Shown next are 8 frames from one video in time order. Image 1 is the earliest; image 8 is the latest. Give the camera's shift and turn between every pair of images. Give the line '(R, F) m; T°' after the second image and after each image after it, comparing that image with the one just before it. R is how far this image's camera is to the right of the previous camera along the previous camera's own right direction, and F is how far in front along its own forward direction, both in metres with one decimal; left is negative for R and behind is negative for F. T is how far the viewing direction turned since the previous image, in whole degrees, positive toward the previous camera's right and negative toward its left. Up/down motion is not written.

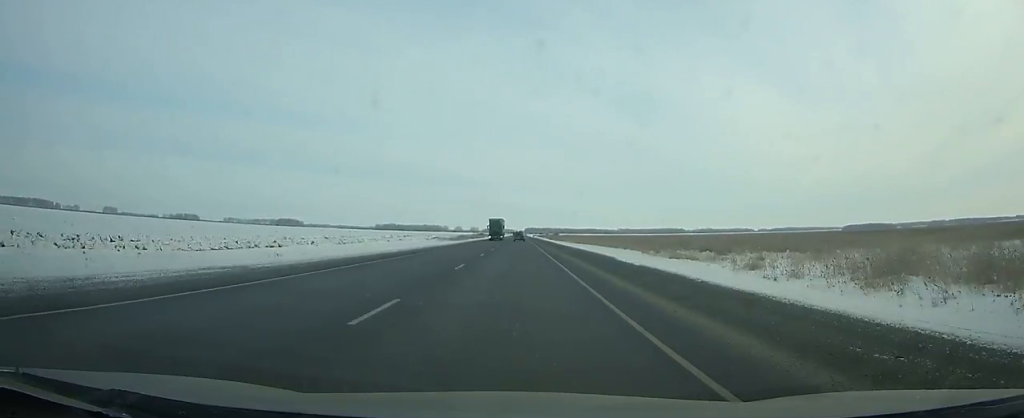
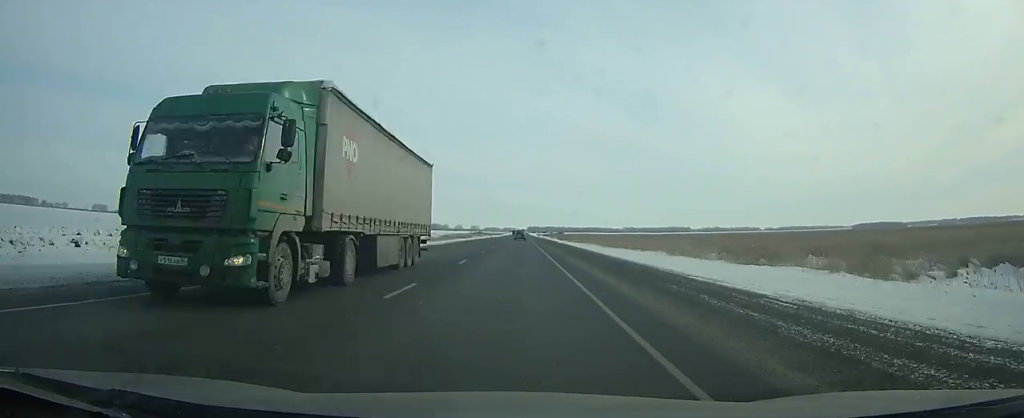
(0.0, +62.2) m; 0°
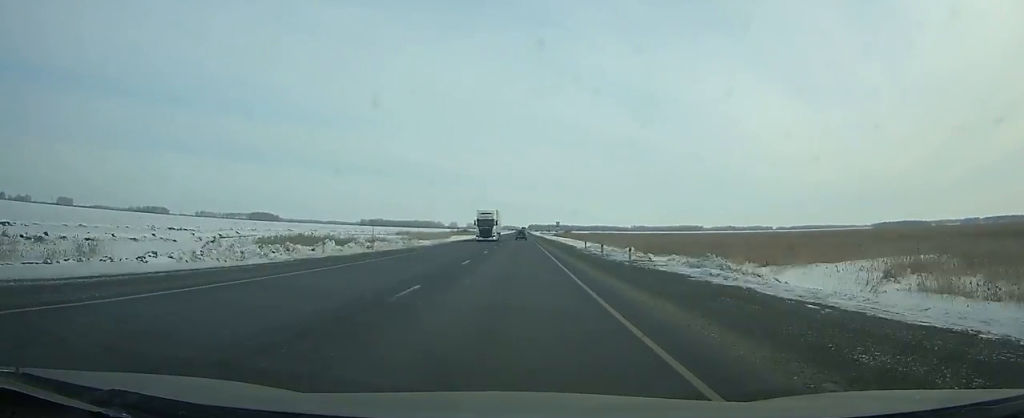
(-0.1, +150.1) m; 0°
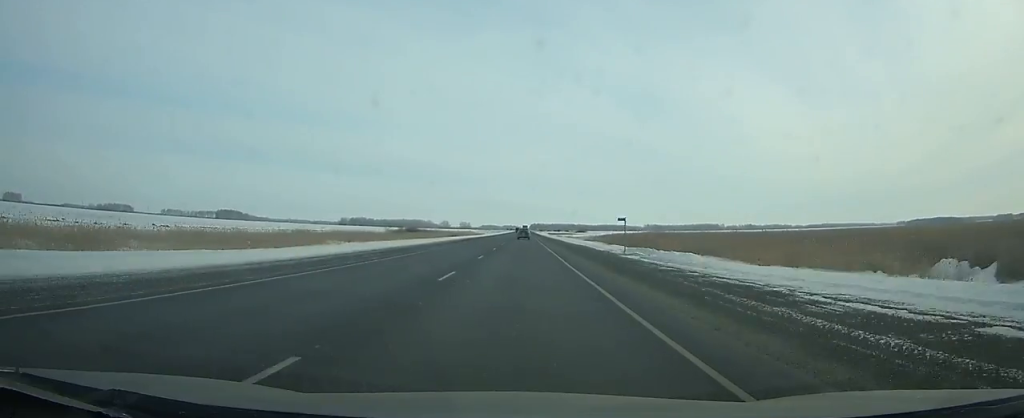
(-0.8, +186.8) m; 0°
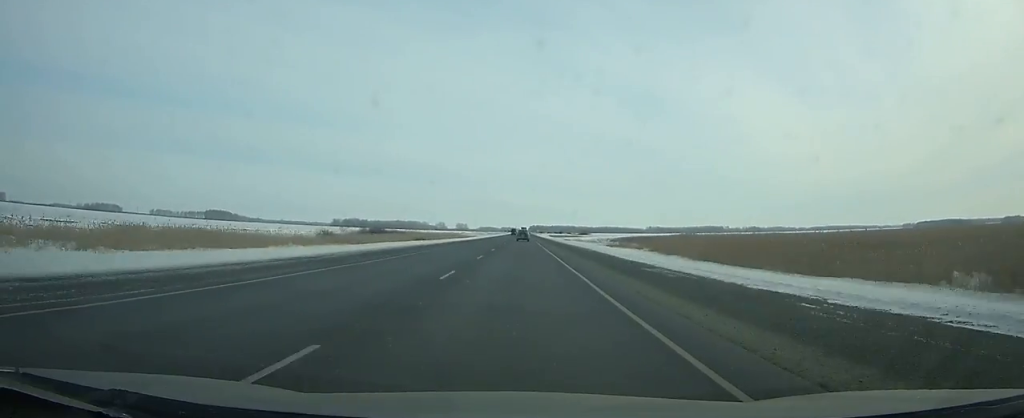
(0.0, +45.1) m; 0°
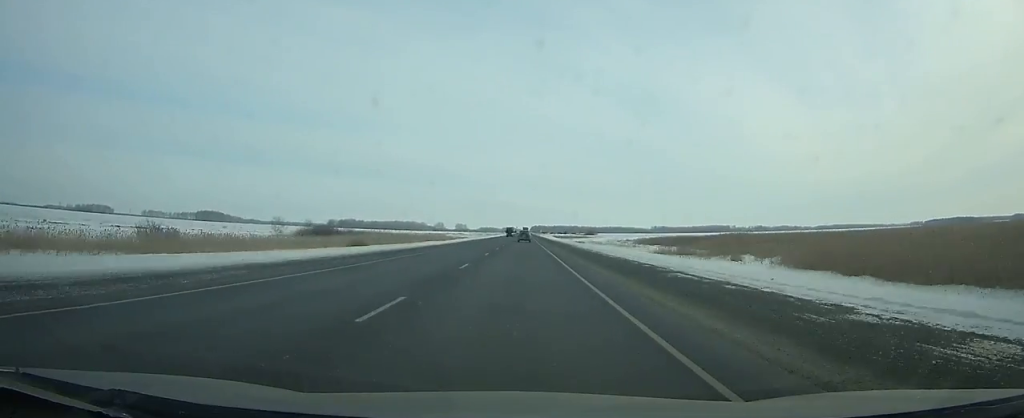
(+0.1, +44.0) m; 0°
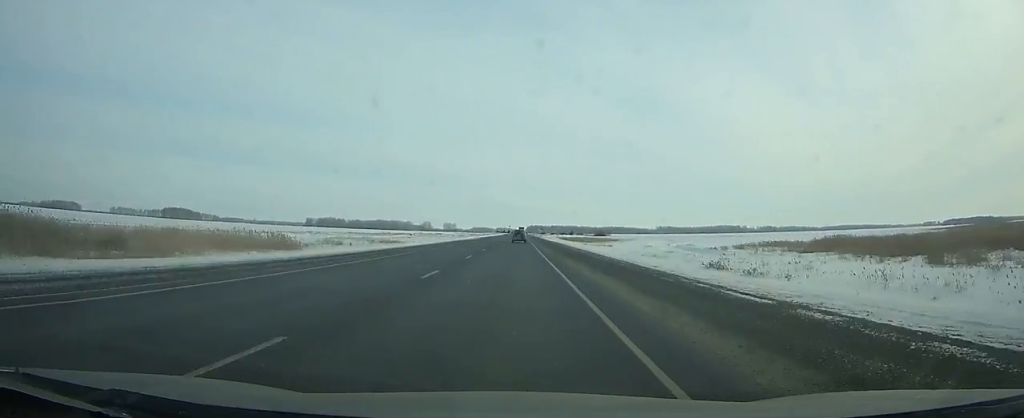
(+0.2, +114.5) m; 0°
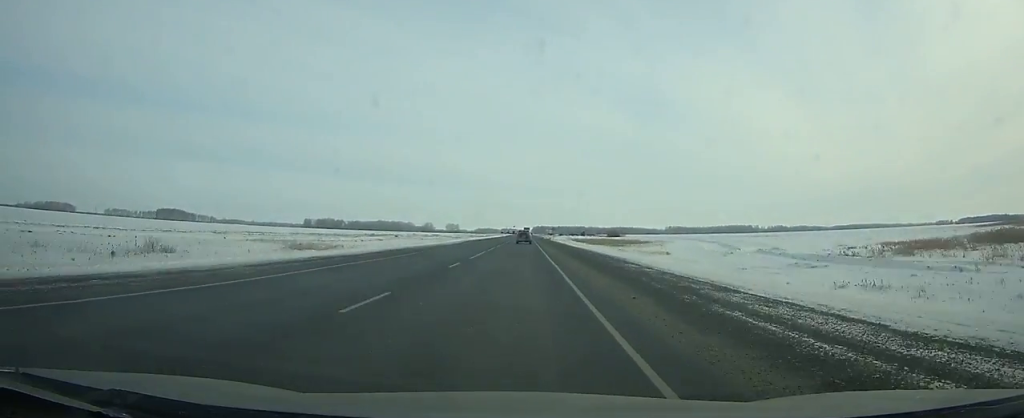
(0.0, +42.8) m; 0°
